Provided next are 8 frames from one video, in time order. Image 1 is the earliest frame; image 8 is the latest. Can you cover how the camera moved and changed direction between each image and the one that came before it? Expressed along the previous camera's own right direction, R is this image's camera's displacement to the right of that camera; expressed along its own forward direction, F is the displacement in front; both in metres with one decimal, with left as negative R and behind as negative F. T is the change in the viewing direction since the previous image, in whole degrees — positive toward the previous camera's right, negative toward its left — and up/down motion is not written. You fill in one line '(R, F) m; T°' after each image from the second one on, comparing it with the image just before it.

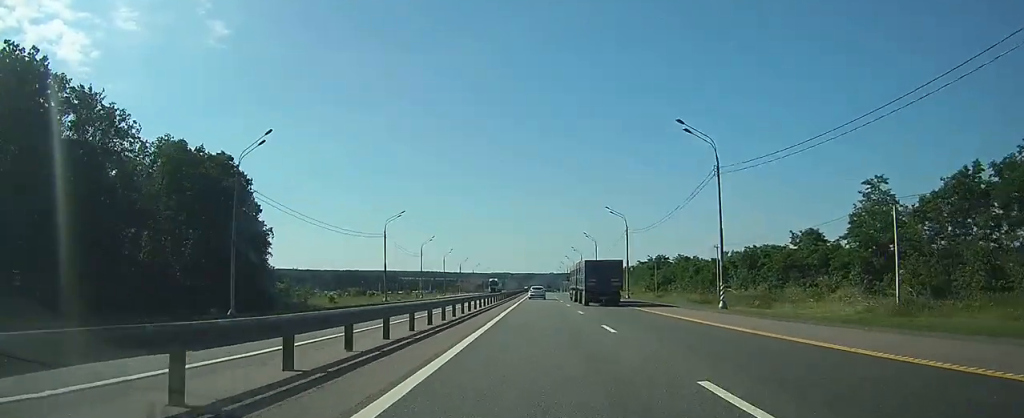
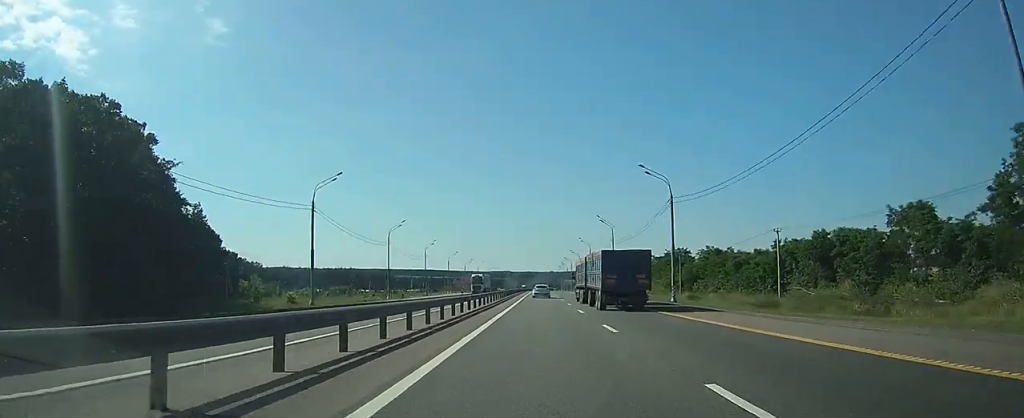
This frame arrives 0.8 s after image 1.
(-0.1, +24.4) m; 0°
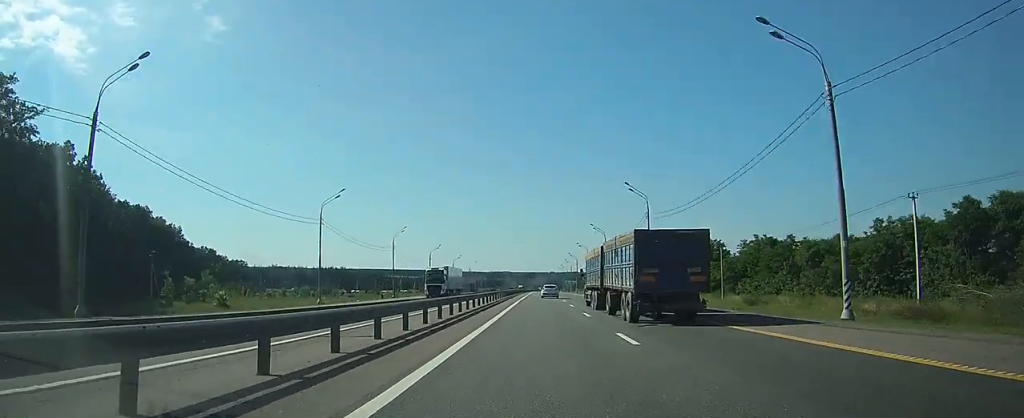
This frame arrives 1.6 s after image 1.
(0.0, +27.2) m; 0°
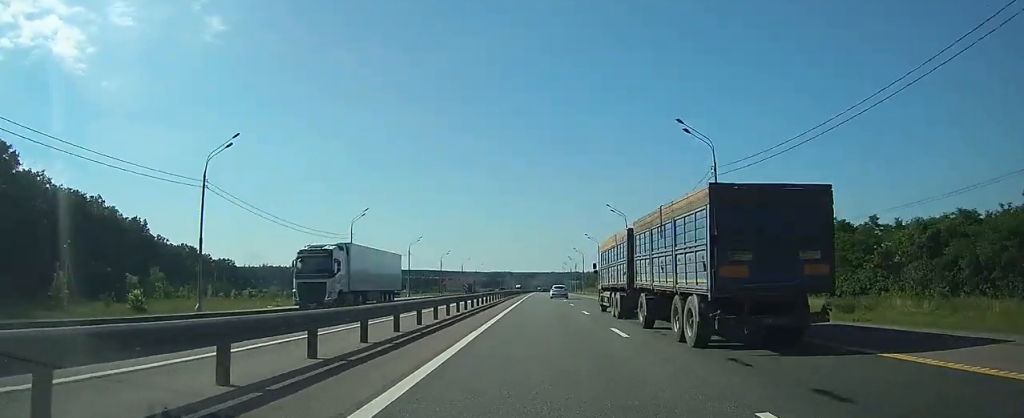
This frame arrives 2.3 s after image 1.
(0.0, +22.0) m; 0°
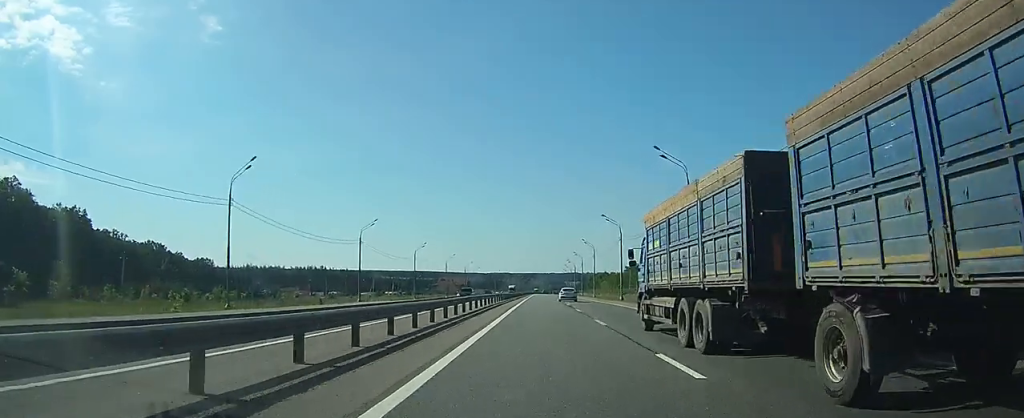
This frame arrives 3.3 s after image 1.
(0.0, +30.4) m; 0°
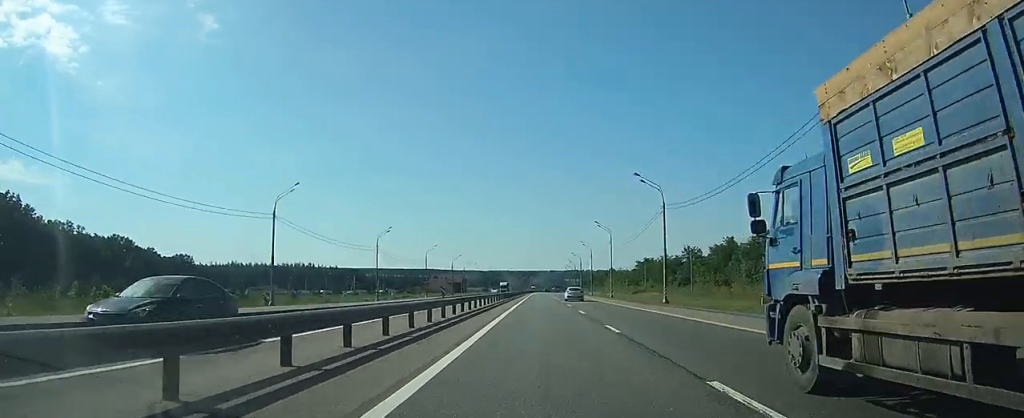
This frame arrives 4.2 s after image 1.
(0.0, +27.5) m; 0°
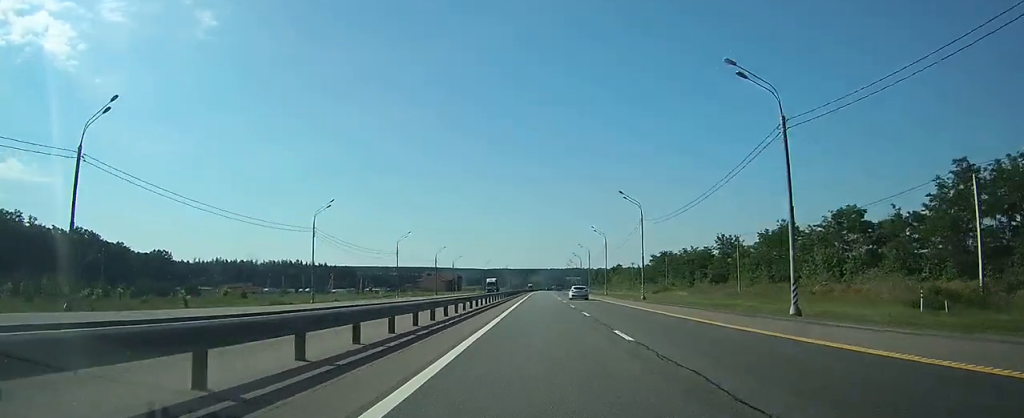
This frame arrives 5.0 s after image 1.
(0.0, +26.6) m; 0°
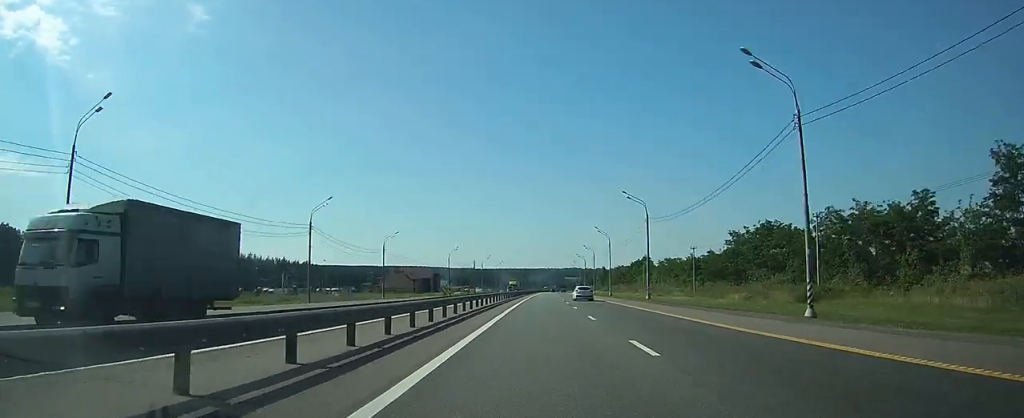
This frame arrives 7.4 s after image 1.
(-0.2, +75.7) m; 0°
